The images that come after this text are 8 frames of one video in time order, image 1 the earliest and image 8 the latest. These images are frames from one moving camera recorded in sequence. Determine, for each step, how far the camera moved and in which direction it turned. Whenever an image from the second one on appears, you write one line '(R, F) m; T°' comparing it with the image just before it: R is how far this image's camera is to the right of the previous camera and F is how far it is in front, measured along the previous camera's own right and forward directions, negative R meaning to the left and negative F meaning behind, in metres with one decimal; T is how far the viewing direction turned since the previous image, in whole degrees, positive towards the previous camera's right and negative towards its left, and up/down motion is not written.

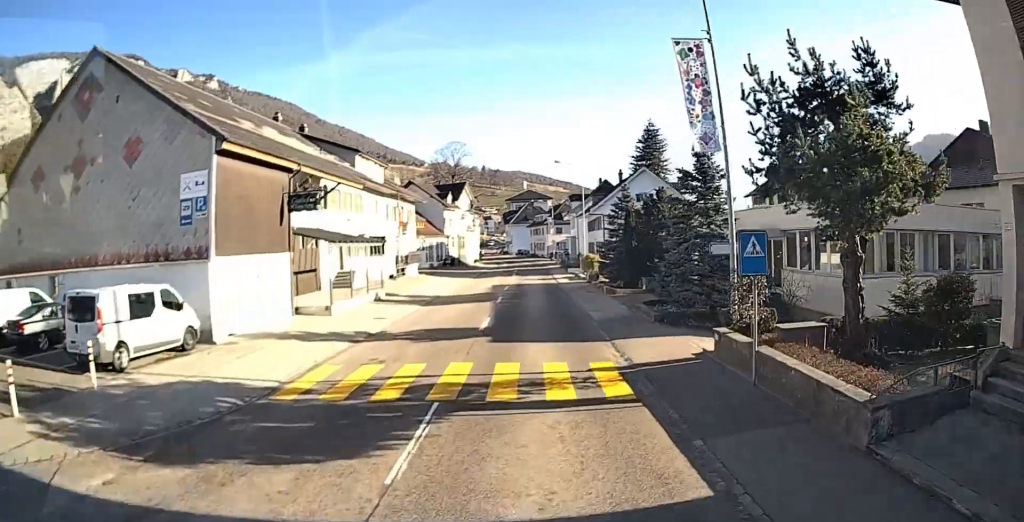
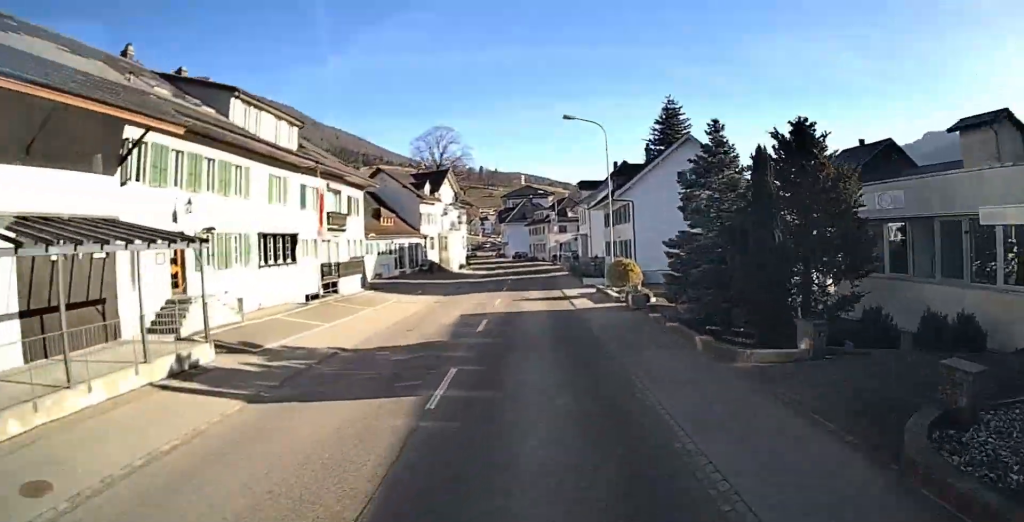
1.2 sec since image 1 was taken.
(-0.1, +16.5) m; +1°
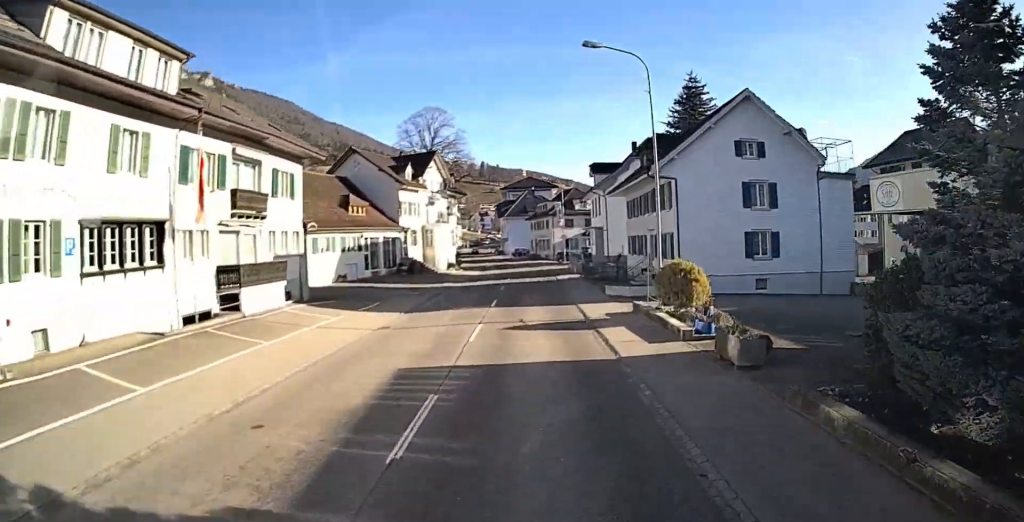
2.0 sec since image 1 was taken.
(+0.3, +11.0) m; +1°
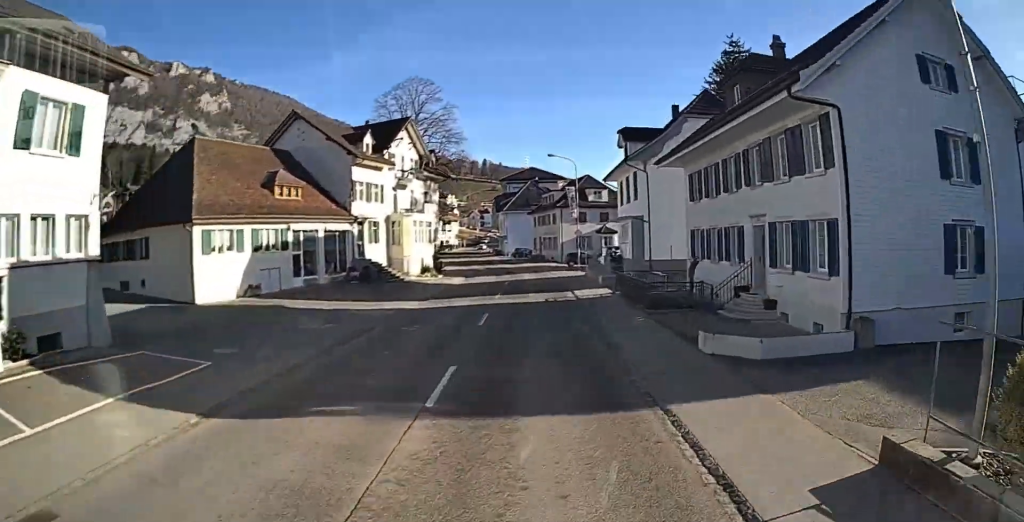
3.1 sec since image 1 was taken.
(+0.1, +15.1) m; -1°
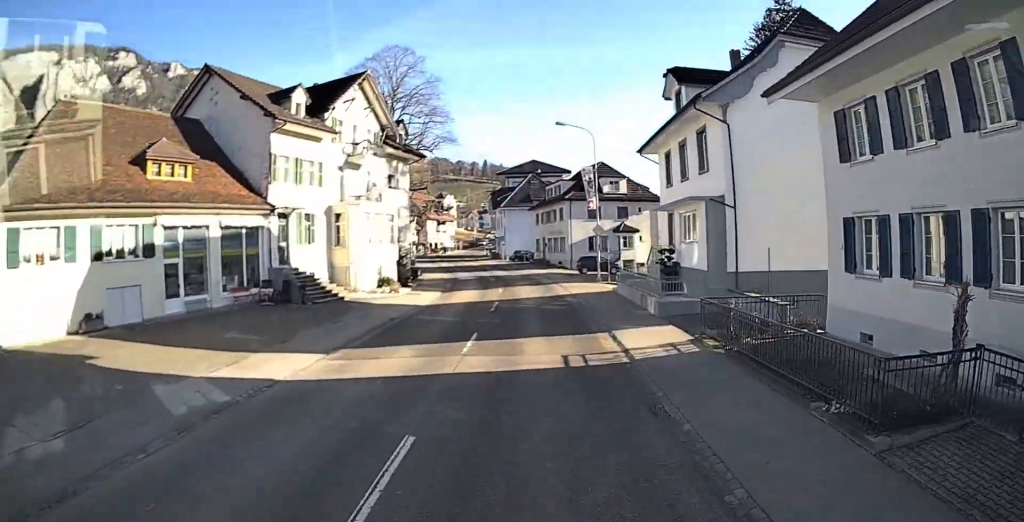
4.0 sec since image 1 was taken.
(-0.2, +12.9) m; +1°
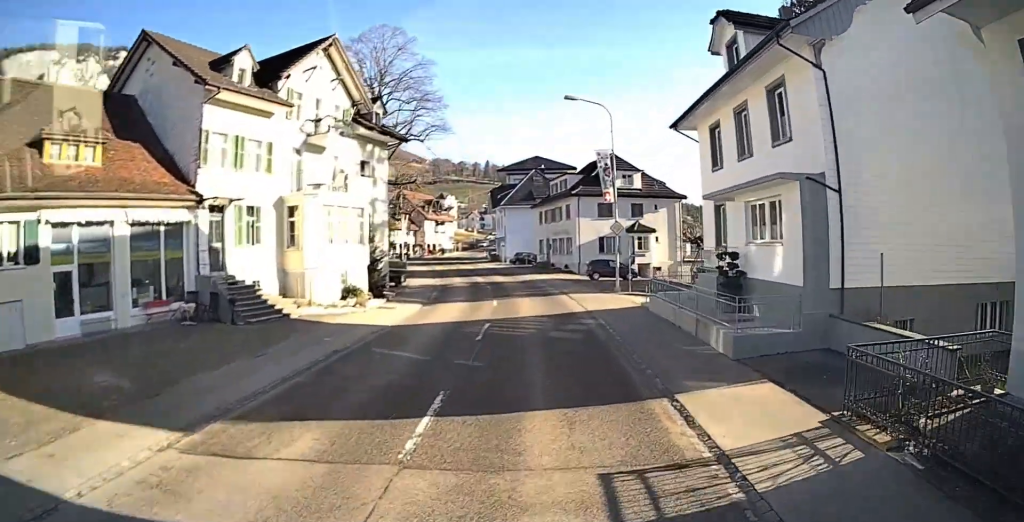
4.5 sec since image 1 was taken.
(+0.1, +6.4) m; 0°
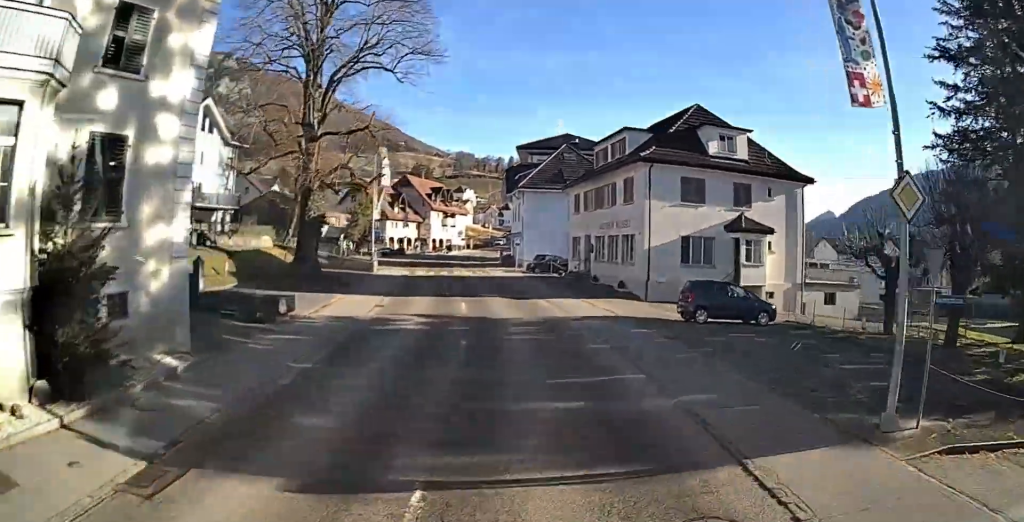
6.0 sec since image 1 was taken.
(-0.1, +21.1) m; -2°
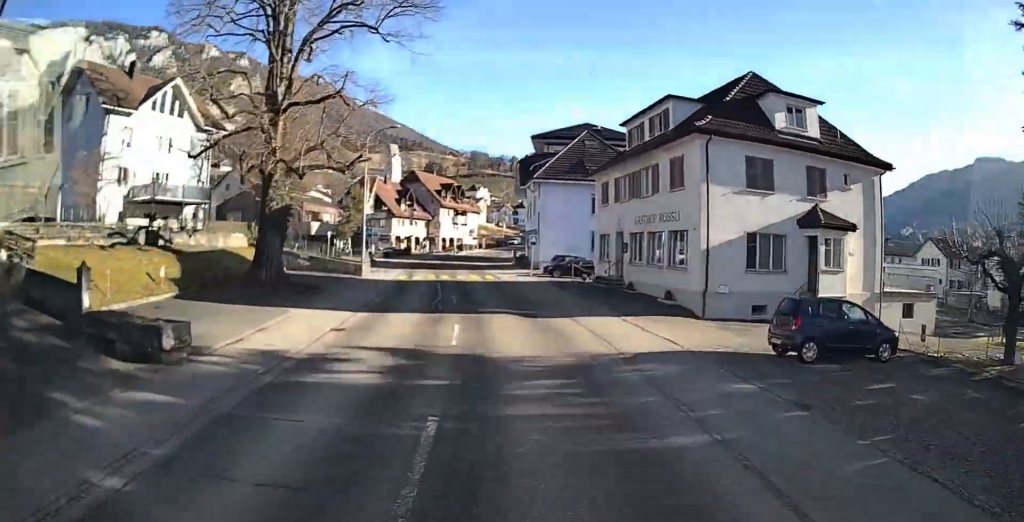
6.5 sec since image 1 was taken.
(0.0, +6.8) m; -1°
